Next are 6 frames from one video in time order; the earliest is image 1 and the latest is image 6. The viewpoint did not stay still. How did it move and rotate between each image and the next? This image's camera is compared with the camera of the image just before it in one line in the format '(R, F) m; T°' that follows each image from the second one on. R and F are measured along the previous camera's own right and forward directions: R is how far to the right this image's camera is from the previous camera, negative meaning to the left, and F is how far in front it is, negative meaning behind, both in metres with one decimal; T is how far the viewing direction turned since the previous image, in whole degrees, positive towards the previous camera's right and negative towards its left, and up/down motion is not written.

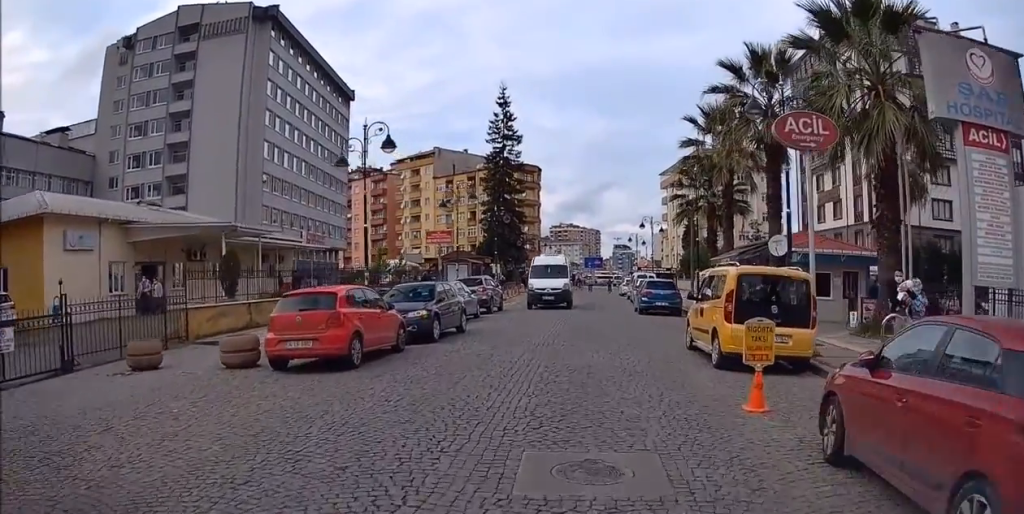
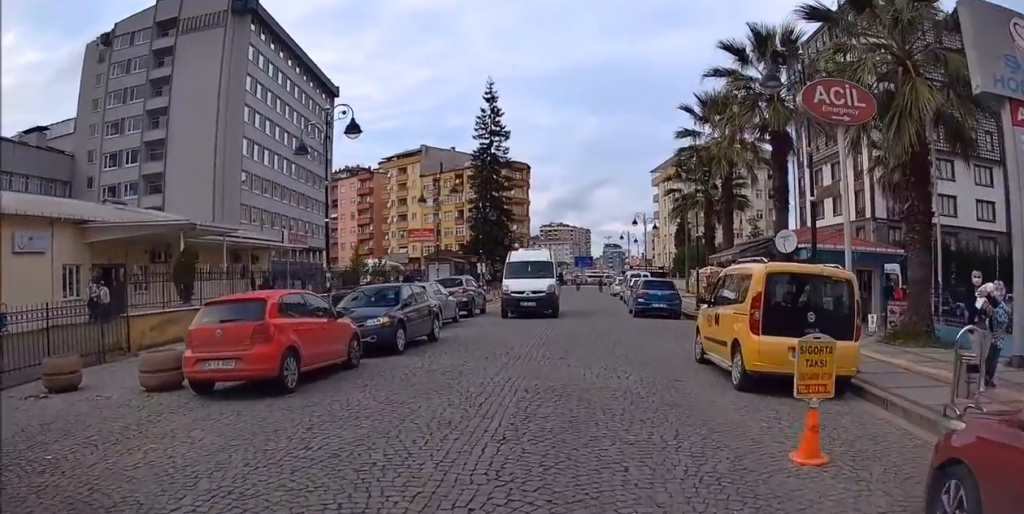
(+0.1, +2.4) m; +1°
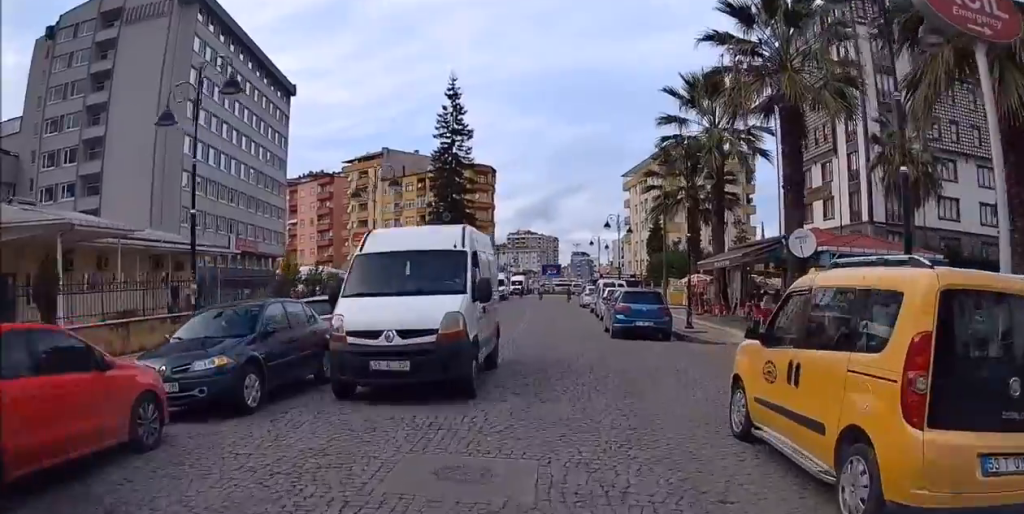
(0.0, +5.2) m; 0°
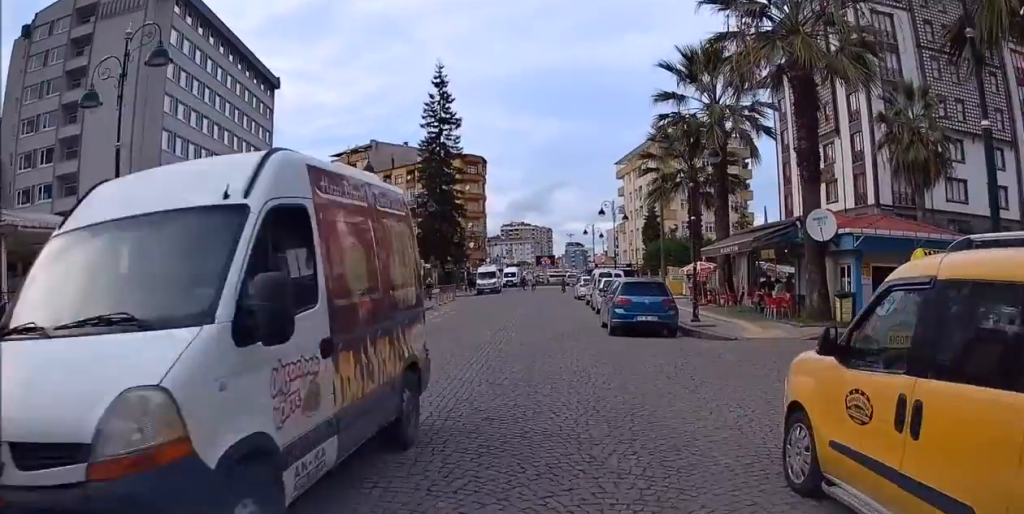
(0.0, +2.3) m; +2°
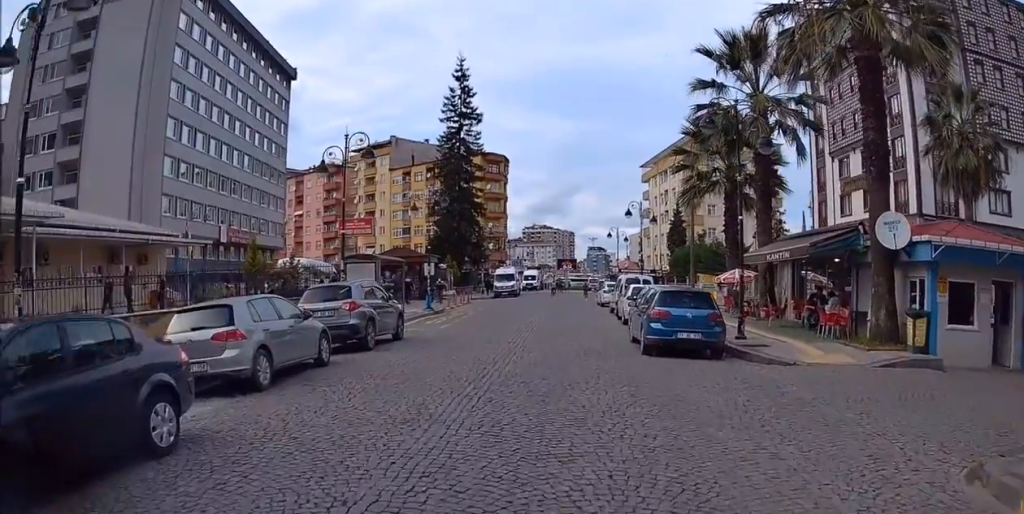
(+0.1, +3.2) m; +2°
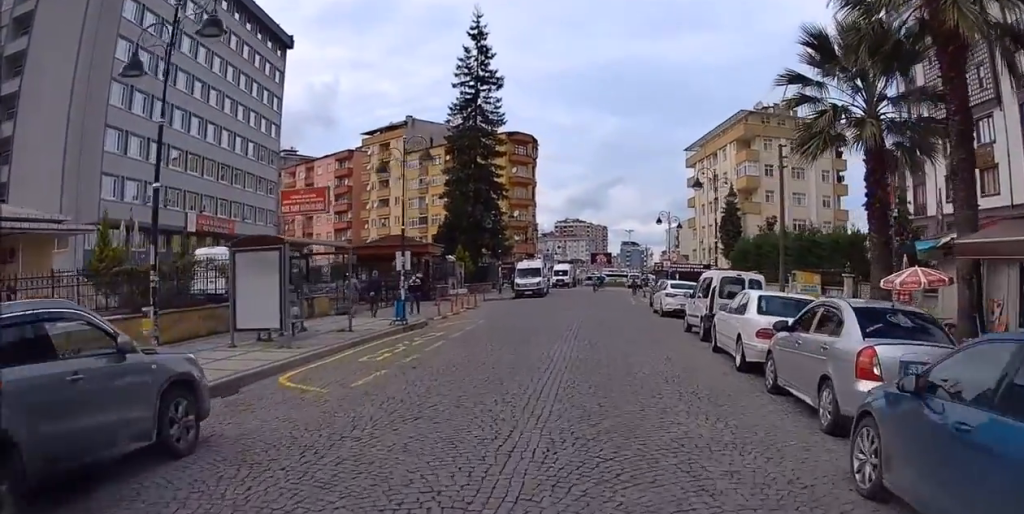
(-0.2, +12.0) m; -4°
